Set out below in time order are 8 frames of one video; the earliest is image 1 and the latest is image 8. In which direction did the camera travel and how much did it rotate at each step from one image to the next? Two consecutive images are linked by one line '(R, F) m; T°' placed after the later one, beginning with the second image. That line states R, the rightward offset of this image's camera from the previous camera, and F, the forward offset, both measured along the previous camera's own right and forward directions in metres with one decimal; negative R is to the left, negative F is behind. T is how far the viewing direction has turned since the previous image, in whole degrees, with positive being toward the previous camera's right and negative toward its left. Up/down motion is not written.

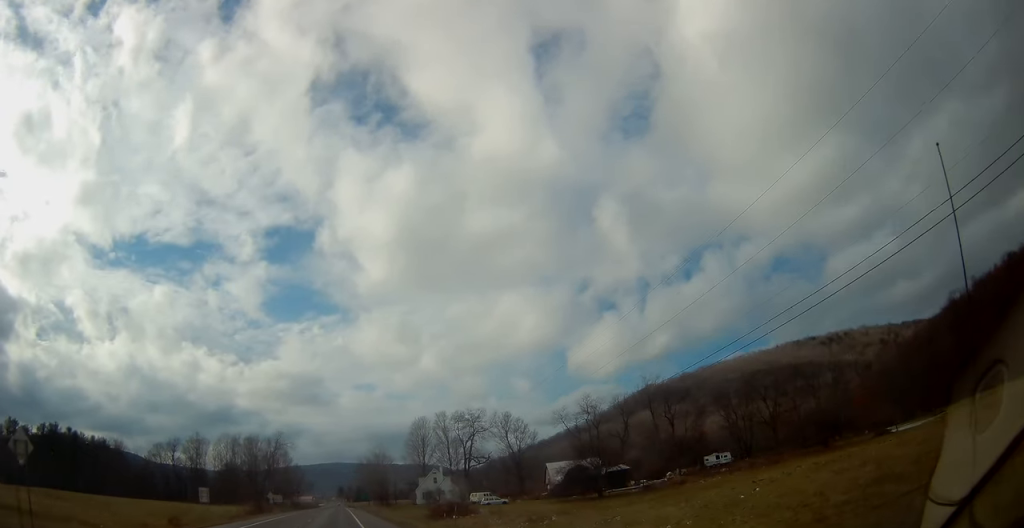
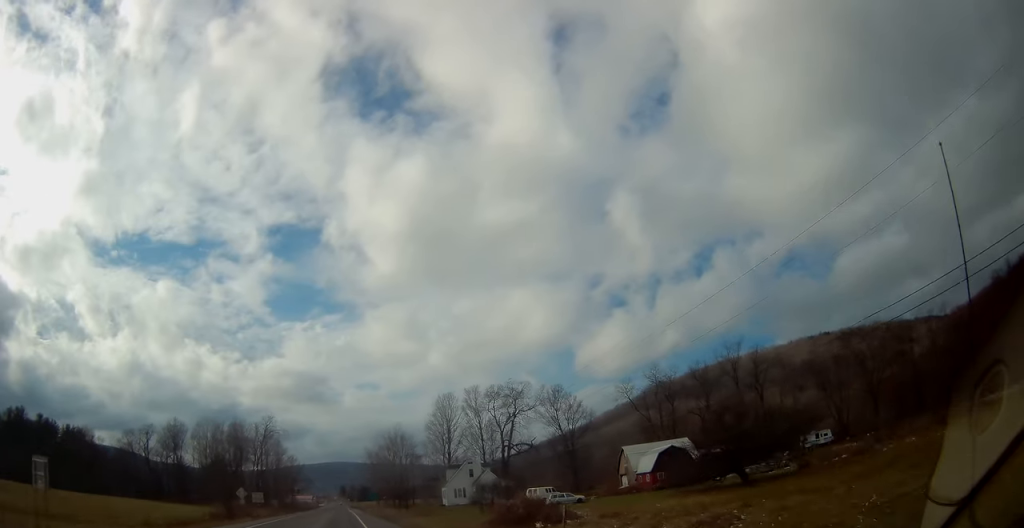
(-0.1, +28.2) m; 0°
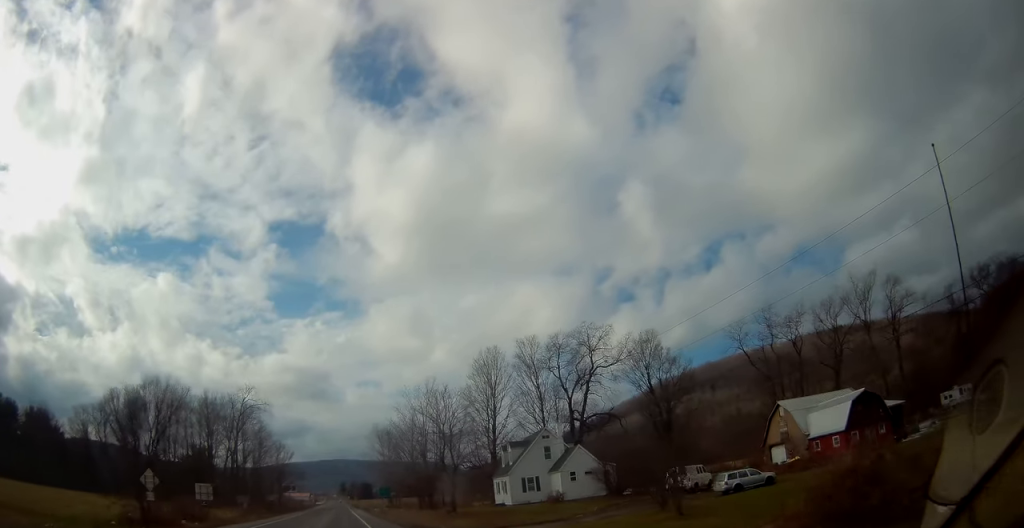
(-0.1, +30.7) m; 0°
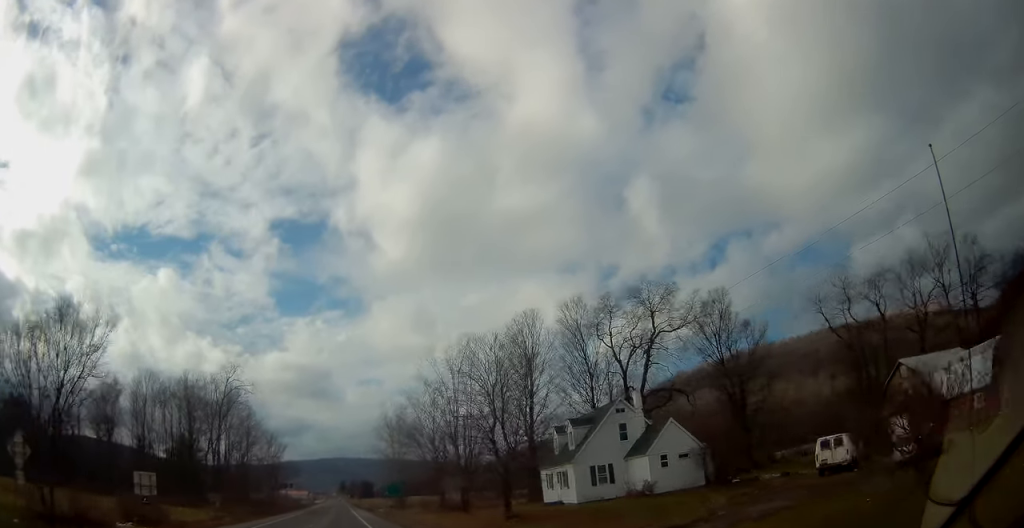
(0.0, +14.5) m; 0°
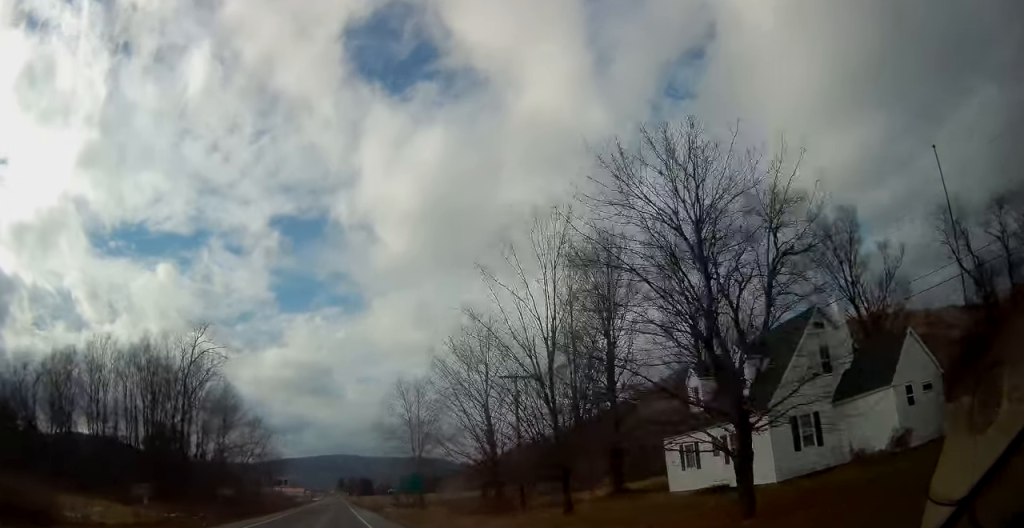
(+0.1, +18.8) m; 0°
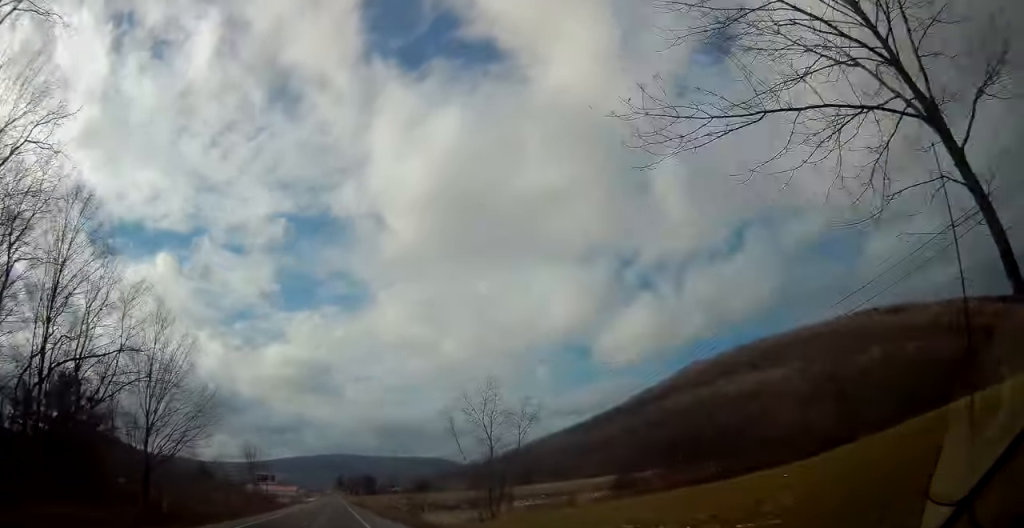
(+0.1, +49.3) m; 0°
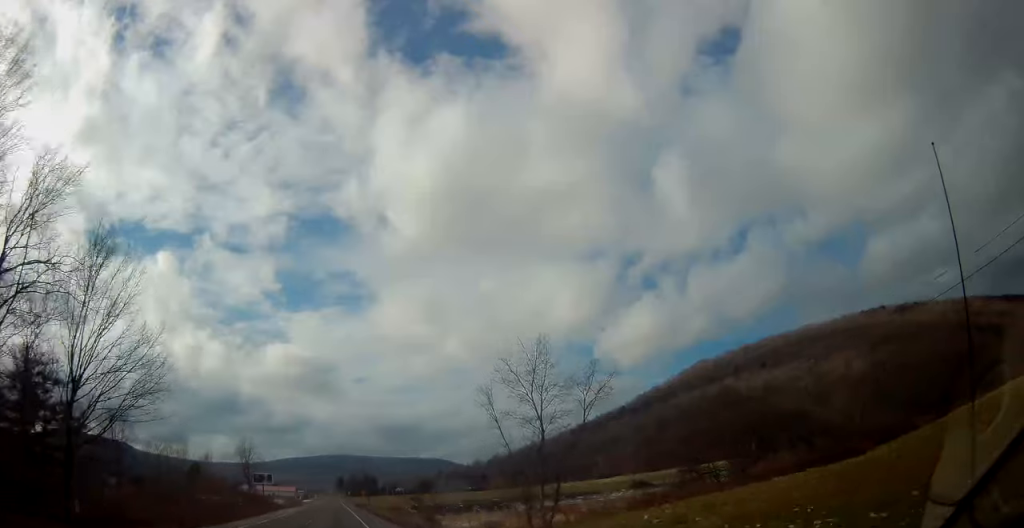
(0.0, +12.1) m; 0°
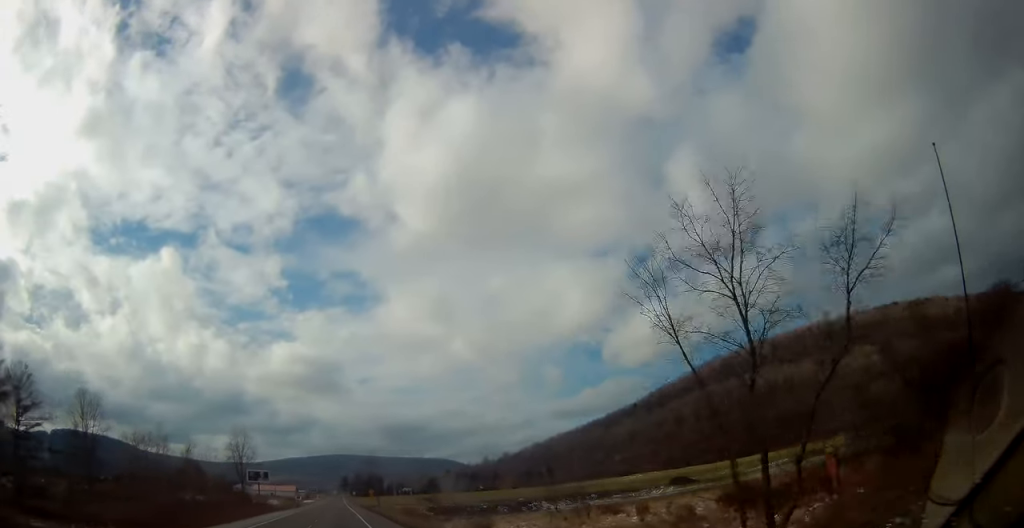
(0.0, +20.0) m; -1°
